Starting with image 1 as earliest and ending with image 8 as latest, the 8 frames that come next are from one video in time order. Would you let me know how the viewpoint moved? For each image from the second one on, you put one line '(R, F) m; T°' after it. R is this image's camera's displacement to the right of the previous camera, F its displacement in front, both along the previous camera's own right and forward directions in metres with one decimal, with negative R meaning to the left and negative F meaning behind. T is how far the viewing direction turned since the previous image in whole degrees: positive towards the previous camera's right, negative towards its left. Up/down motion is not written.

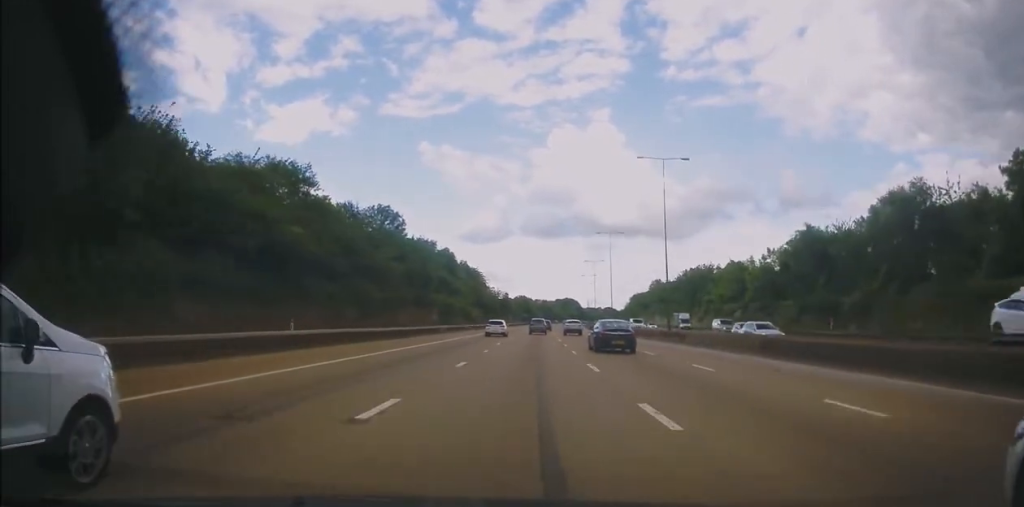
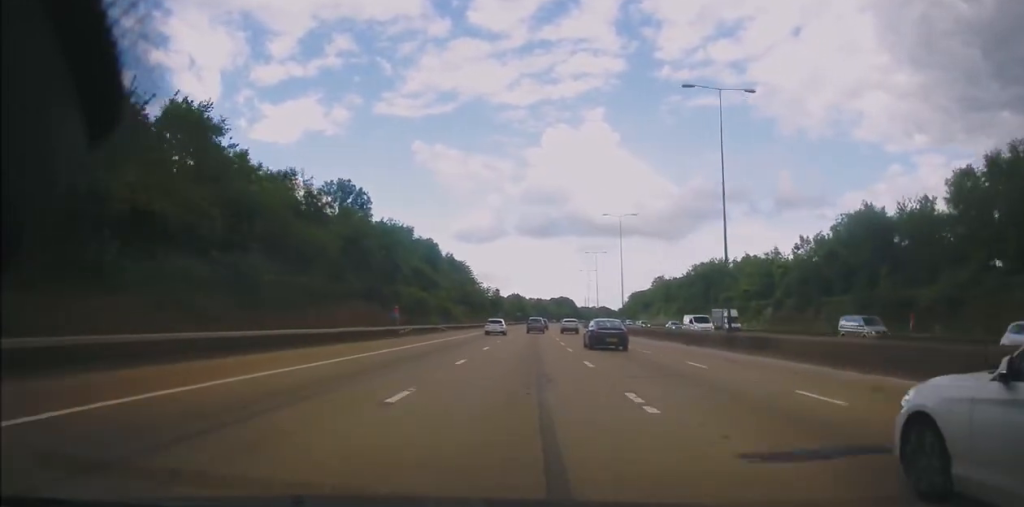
(+0.1, +16.4) m; 0°
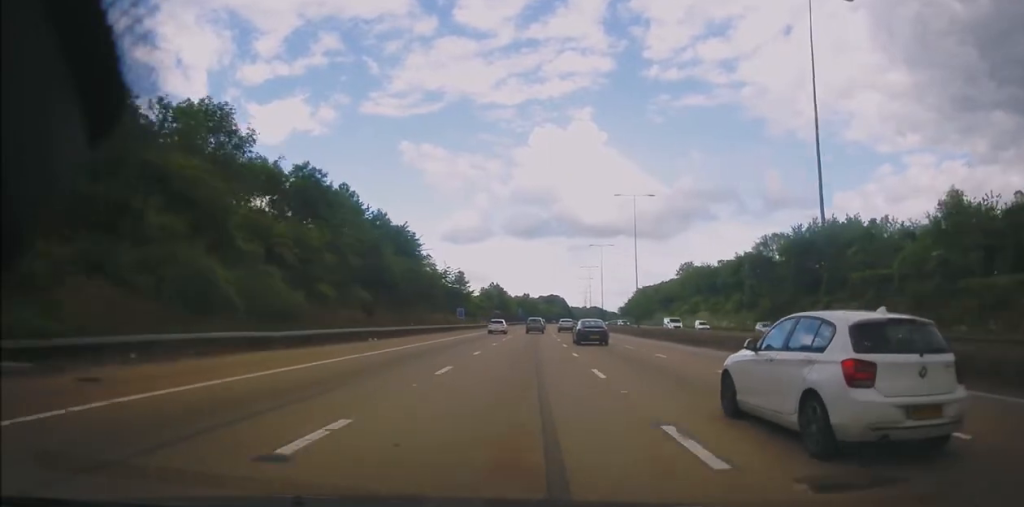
(+0.5, +55.8) m; +2°
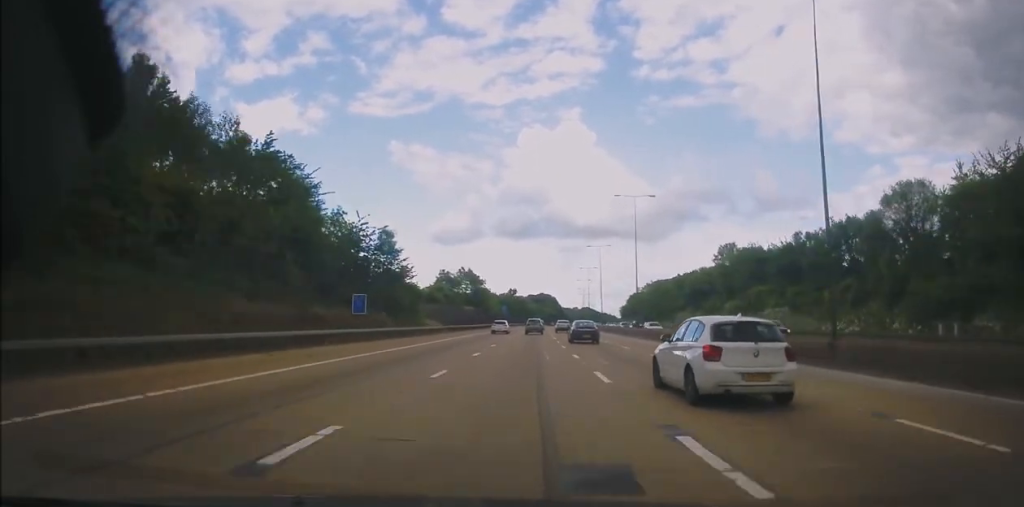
(+0.5, +43.2) m; +1°
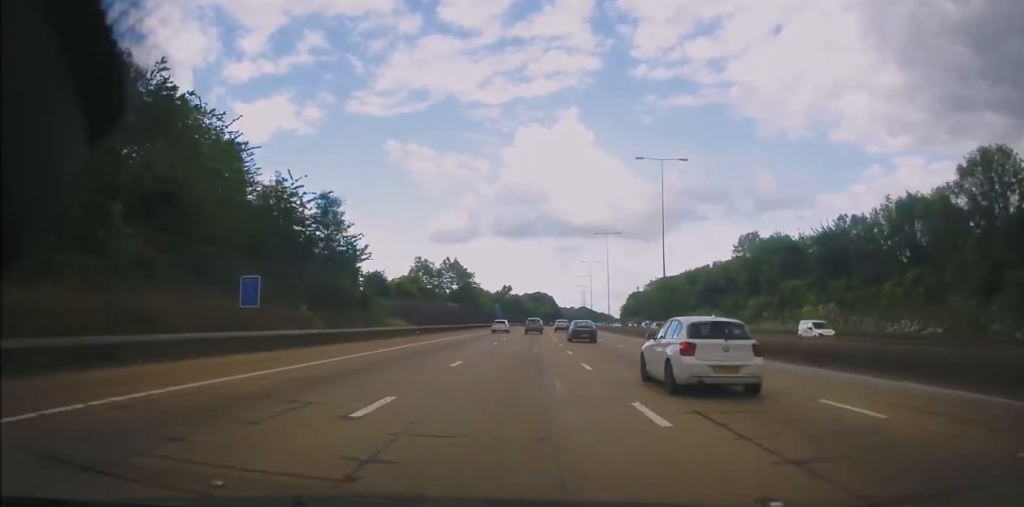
(0.0, +14.8) m; 0°
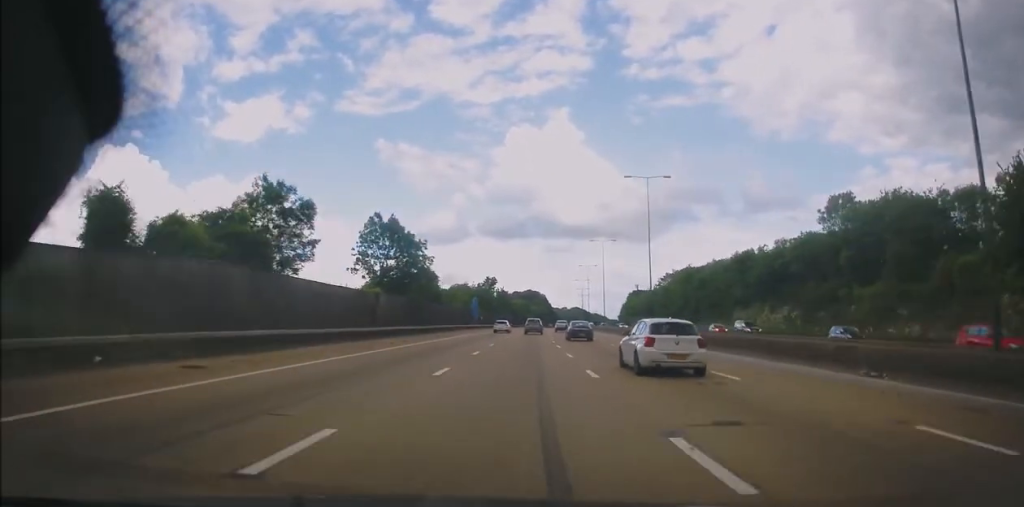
(0.0, +38.1) m; +1°
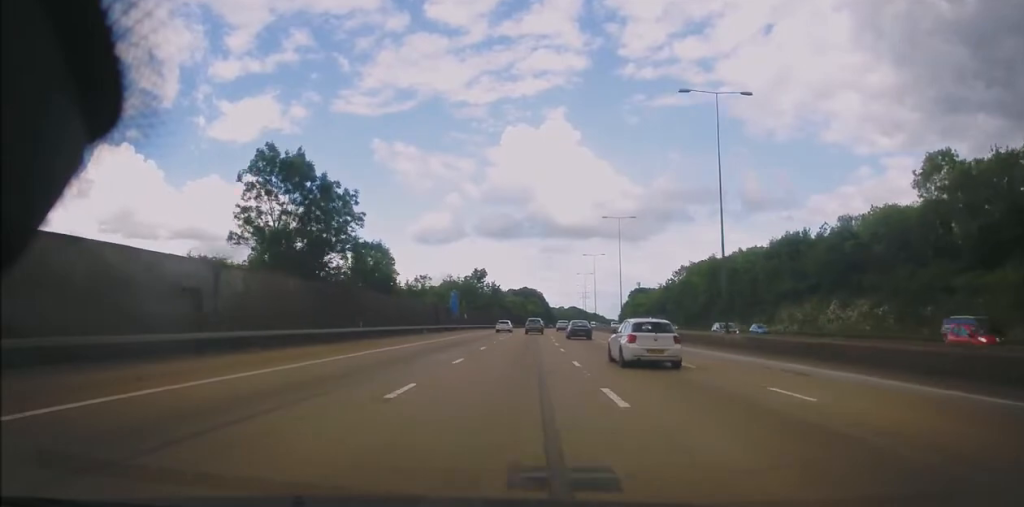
(+0.4, +22.3) m; +1°
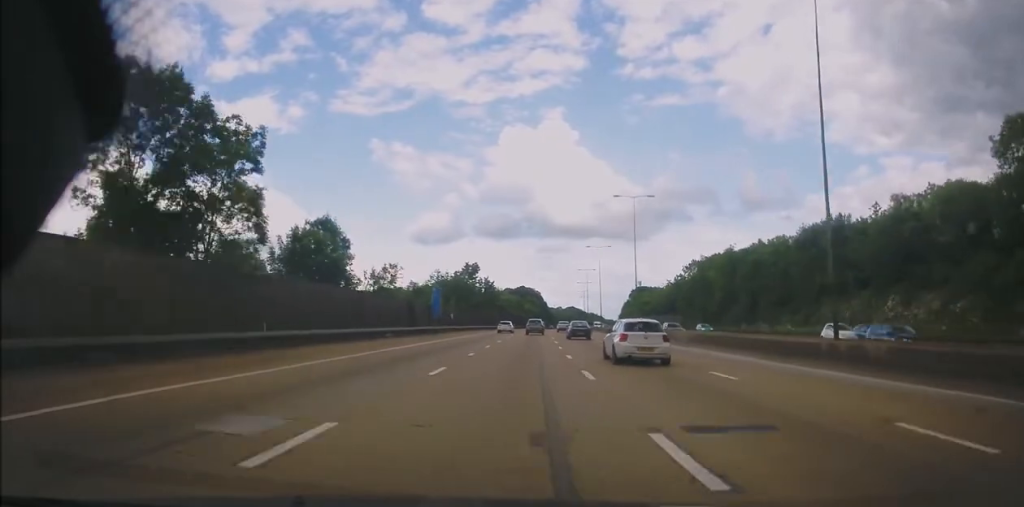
(+0.1, +13.0) m; +1°
